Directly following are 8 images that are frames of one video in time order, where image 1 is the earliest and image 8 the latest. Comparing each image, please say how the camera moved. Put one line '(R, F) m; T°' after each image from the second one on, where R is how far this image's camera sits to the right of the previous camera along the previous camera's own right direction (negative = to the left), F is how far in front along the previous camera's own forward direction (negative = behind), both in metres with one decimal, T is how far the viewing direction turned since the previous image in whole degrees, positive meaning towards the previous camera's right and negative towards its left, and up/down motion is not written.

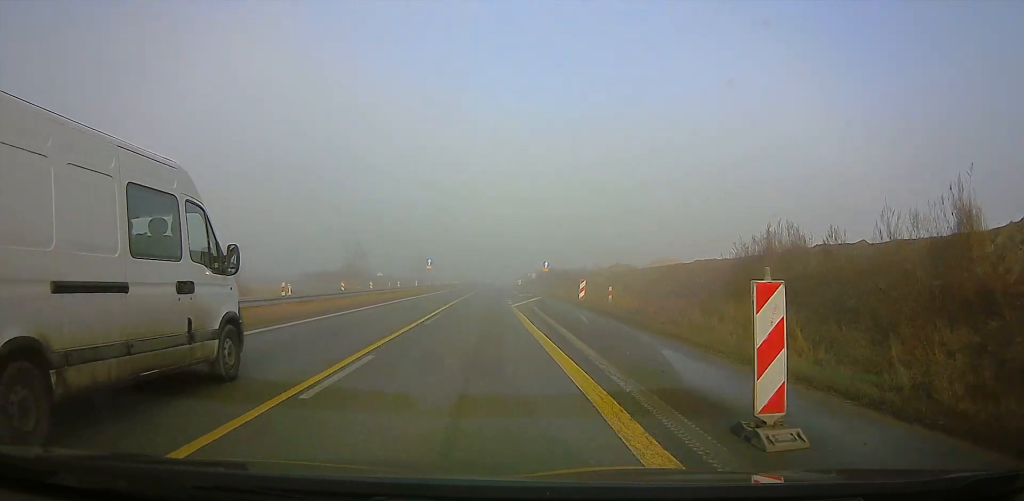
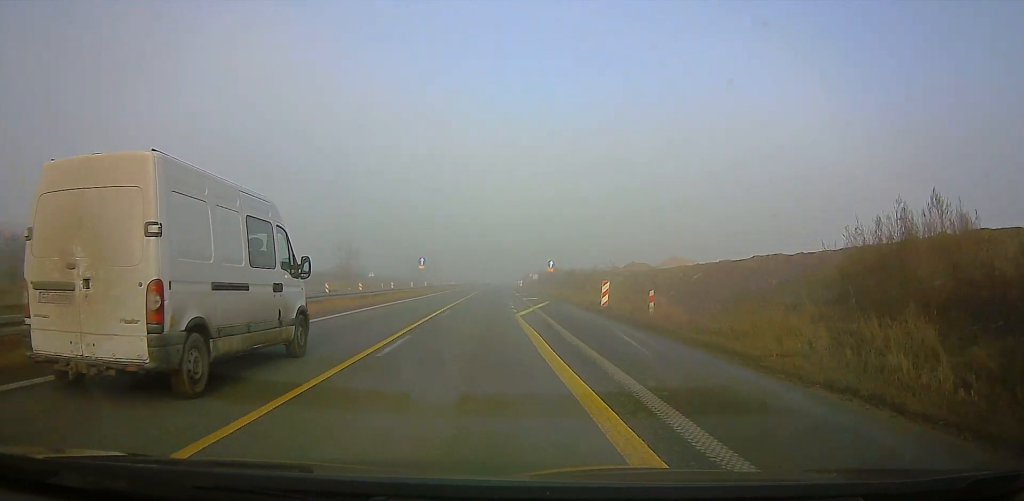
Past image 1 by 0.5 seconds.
(0.0, +7.0) m; 0°
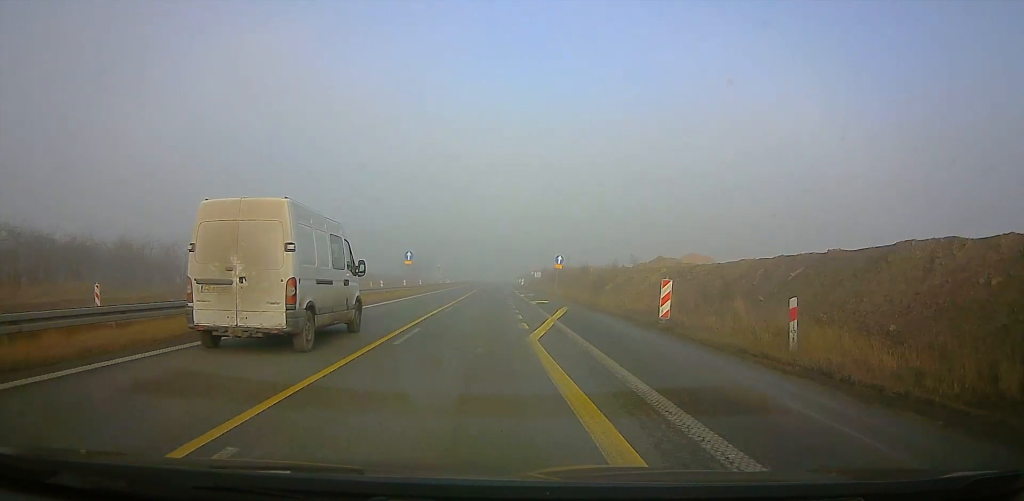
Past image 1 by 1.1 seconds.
(0.0, +8.4) m; 0°
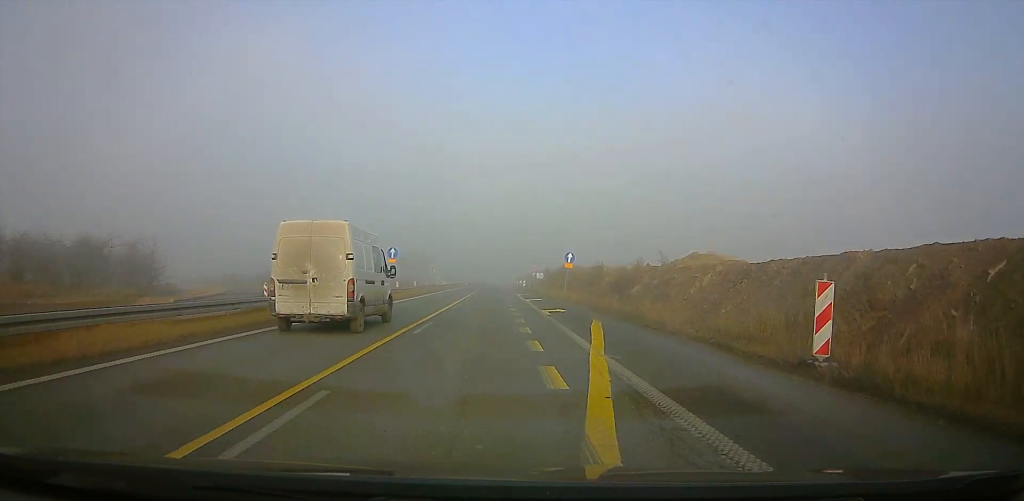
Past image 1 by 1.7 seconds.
(0.0, +9.1) m; 0°
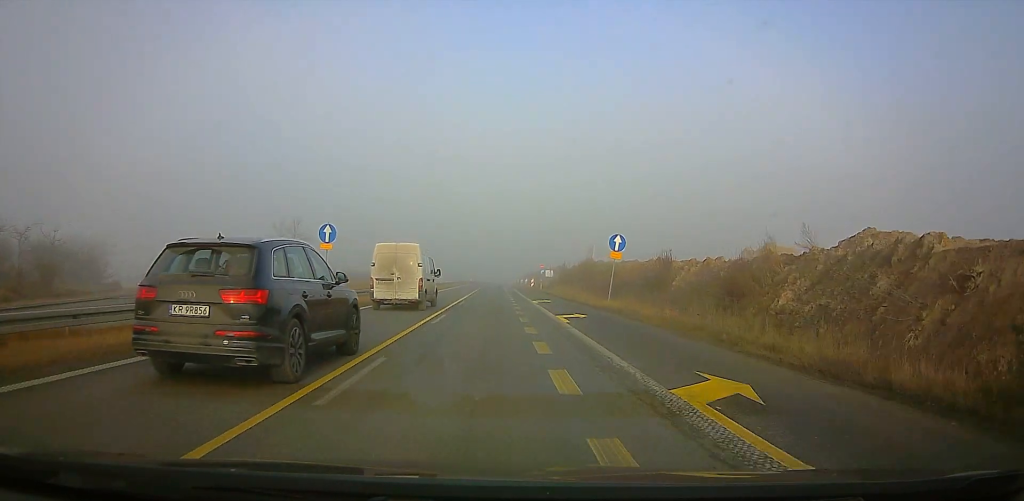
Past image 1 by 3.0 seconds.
(-0.1, +20.4) m; 0°
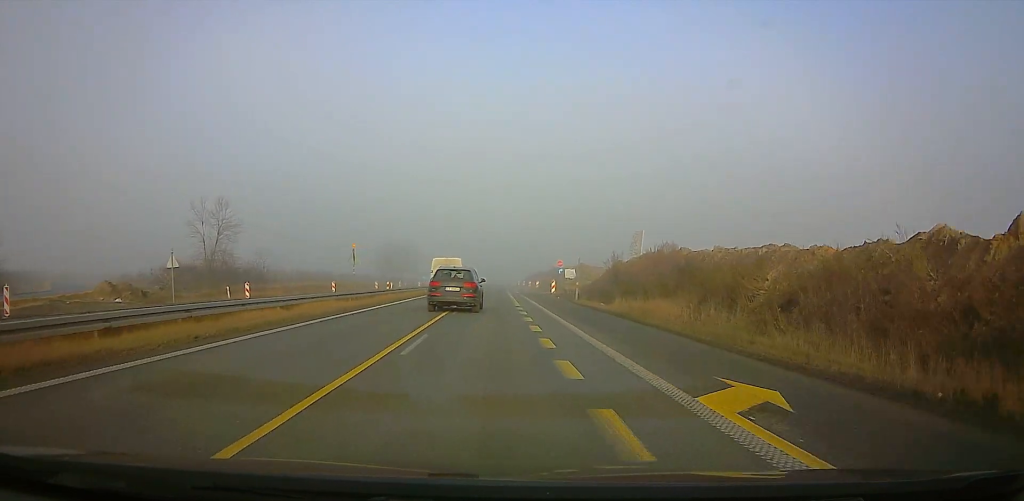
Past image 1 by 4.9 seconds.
(+0.9, +35.0) m; +2°
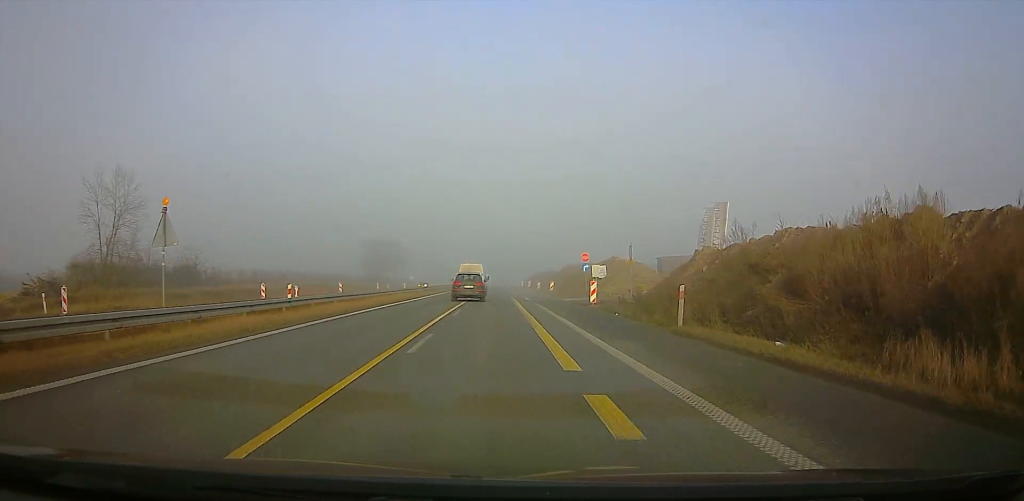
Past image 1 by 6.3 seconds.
(-0.3, +25.5) m; -2°
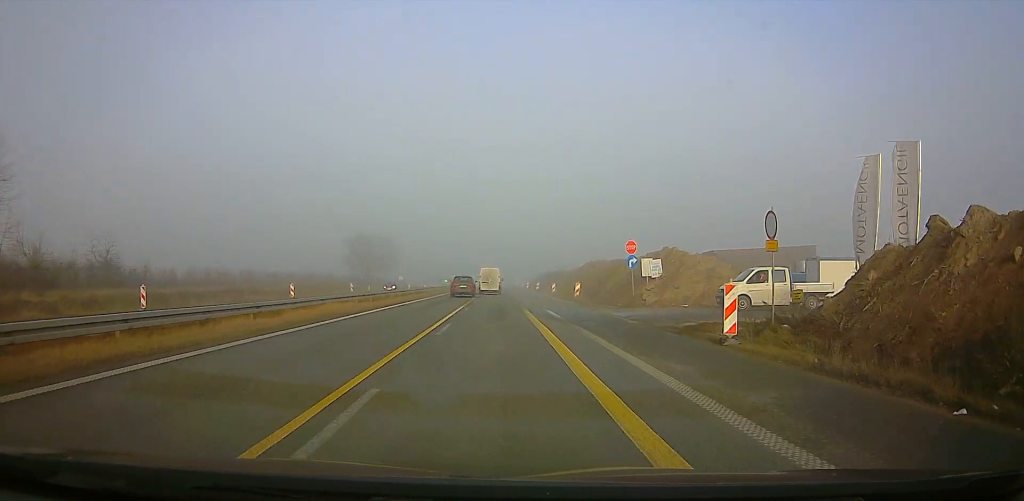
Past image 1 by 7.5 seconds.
(-0.2, +19.9) m; -1°
